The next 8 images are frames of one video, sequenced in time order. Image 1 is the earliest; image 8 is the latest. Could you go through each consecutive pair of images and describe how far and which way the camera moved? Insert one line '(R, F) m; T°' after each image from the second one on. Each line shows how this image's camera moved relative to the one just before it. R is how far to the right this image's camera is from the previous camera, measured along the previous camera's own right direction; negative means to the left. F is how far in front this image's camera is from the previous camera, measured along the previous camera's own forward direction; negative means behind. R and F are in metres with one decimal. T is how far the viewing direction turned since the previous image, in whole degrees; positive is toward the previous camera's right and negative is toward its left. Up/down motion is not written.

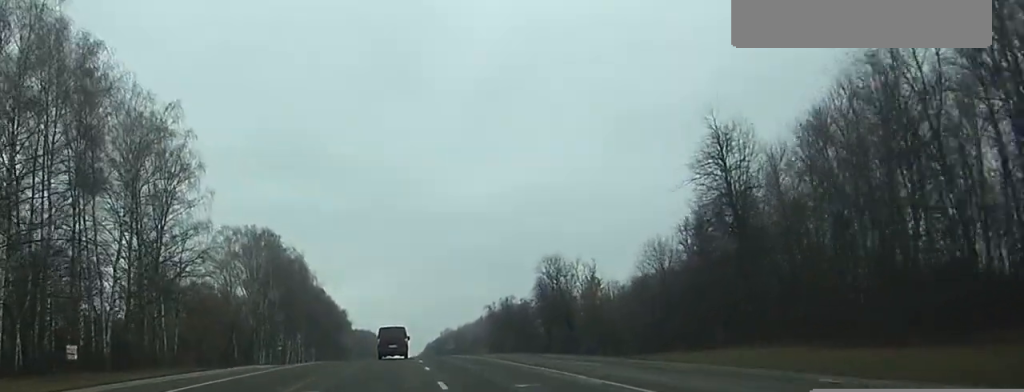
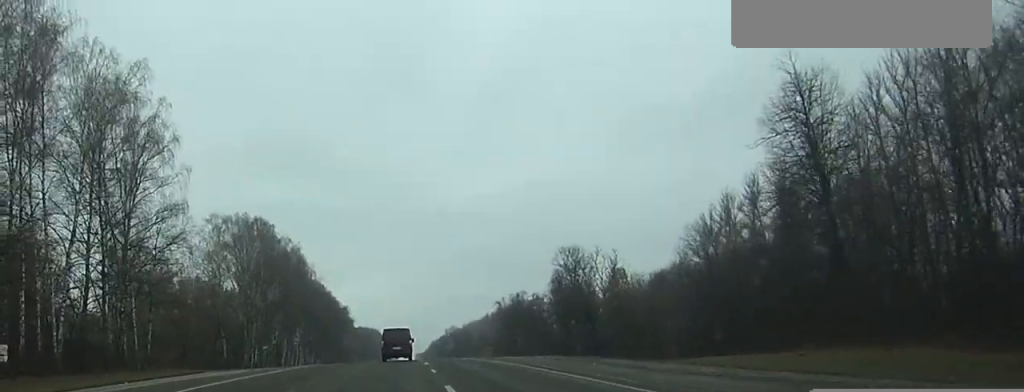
(0.0, +13.2) m; 0°
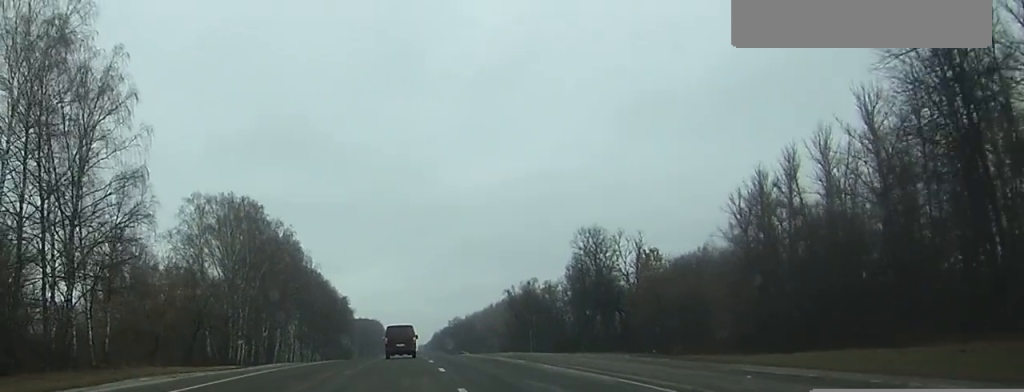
(0.0, +14.6) m; 0°
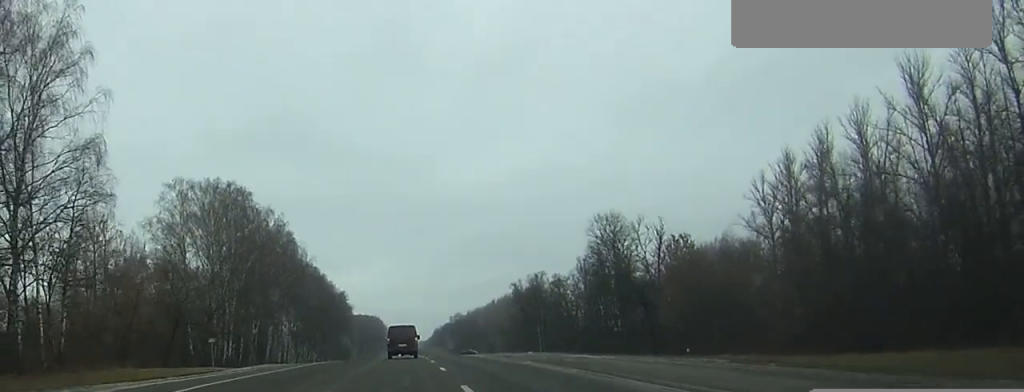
(0.0, +11.1) m; 0°
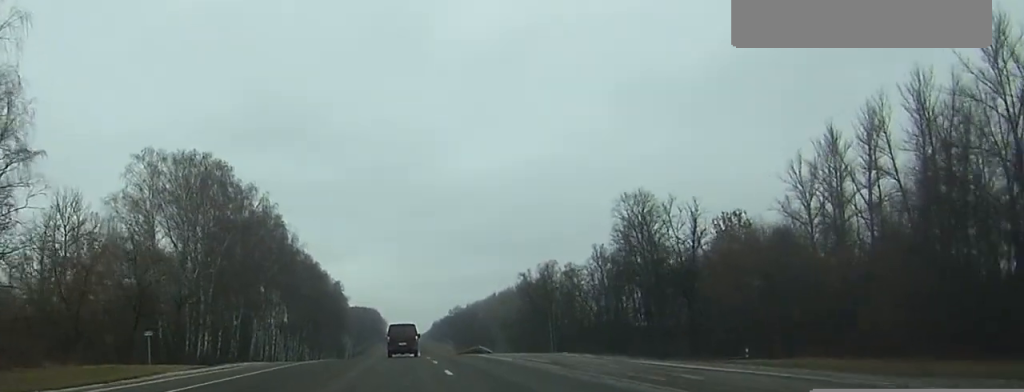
(0.0, +15.3) m; 0°
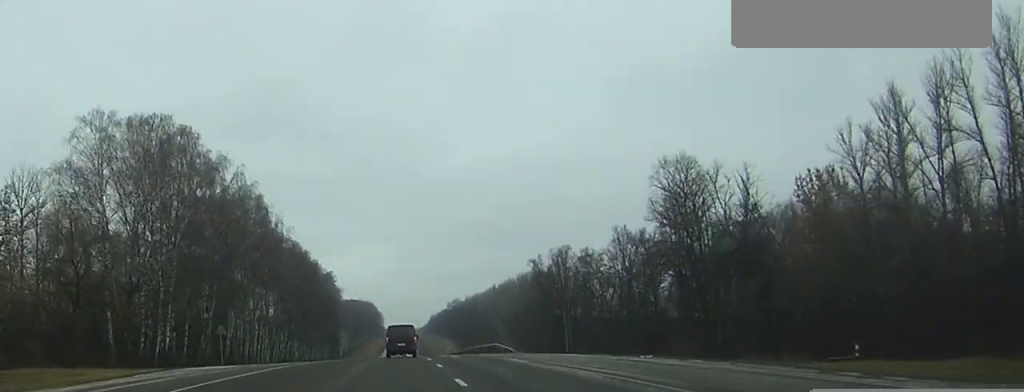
(-0.2, +18.1) m; +1°
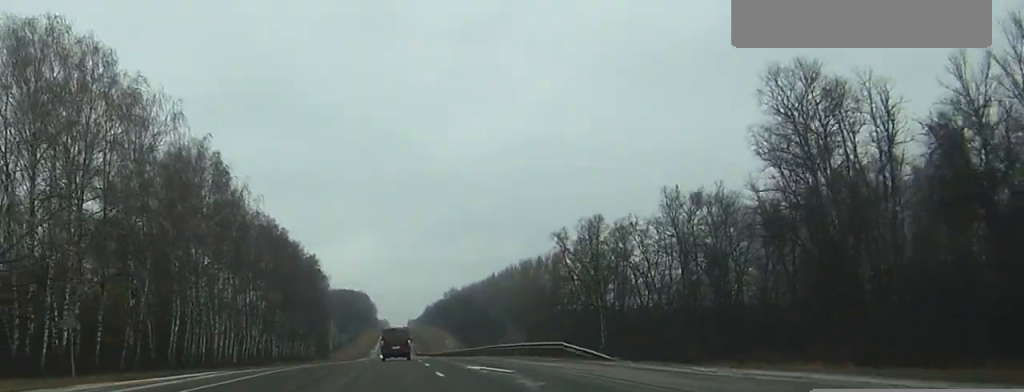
(+0.3, +30.1) m; 0°
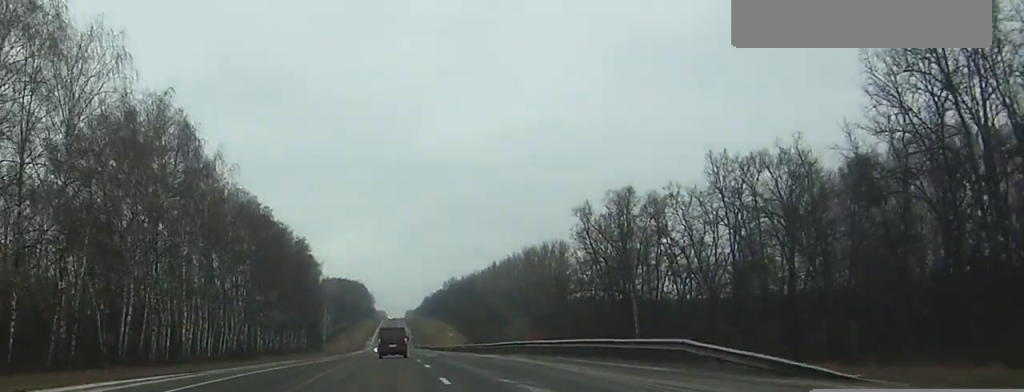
(-0.2, +18.0) m; 0°
